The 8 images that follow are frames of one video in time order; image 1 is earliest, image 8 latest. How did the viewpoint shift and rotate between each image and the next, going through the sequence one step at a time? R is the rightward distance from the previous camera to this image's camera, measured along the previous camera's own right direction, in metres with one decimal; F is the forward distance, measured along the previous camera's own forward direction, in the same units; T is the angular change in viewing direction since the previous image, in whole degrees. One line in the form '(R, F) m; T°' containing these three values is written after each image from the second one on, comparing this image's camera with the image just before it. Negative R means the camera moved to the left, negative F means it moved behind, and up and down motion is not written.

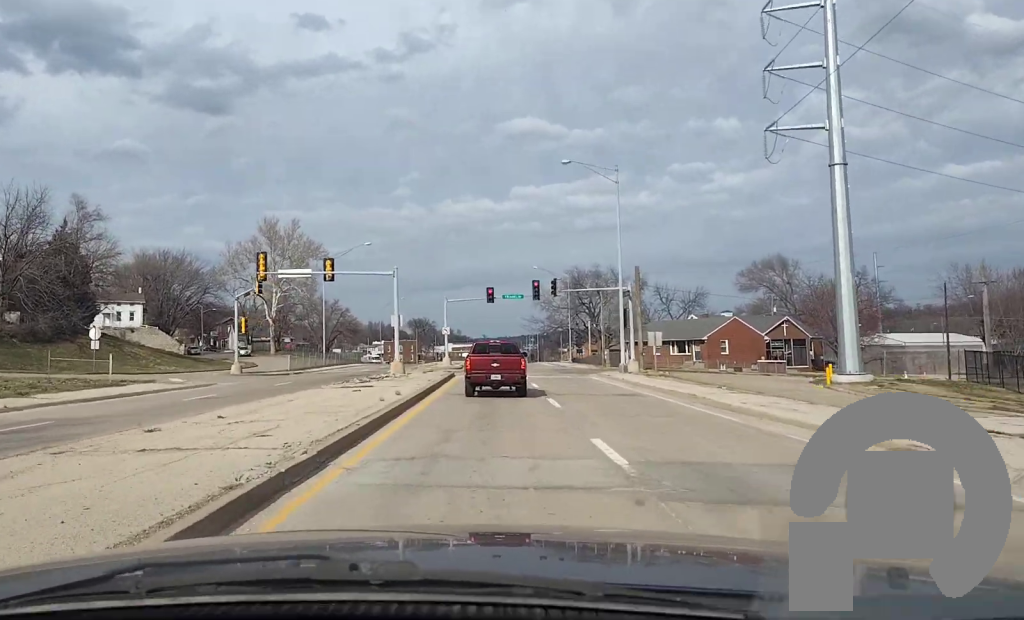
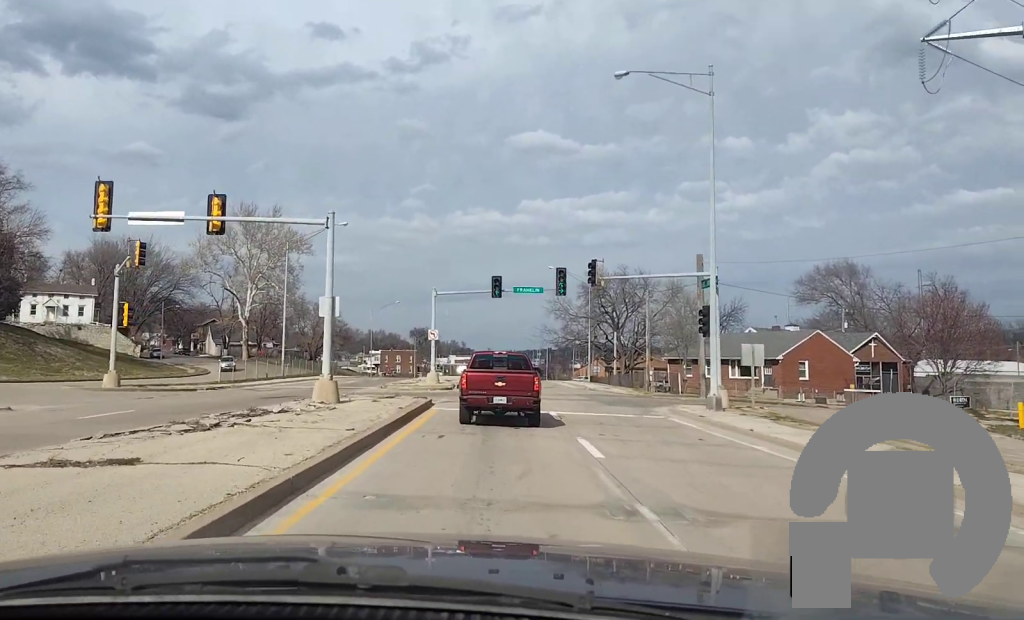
(-0.2, +19.5) m; -2°
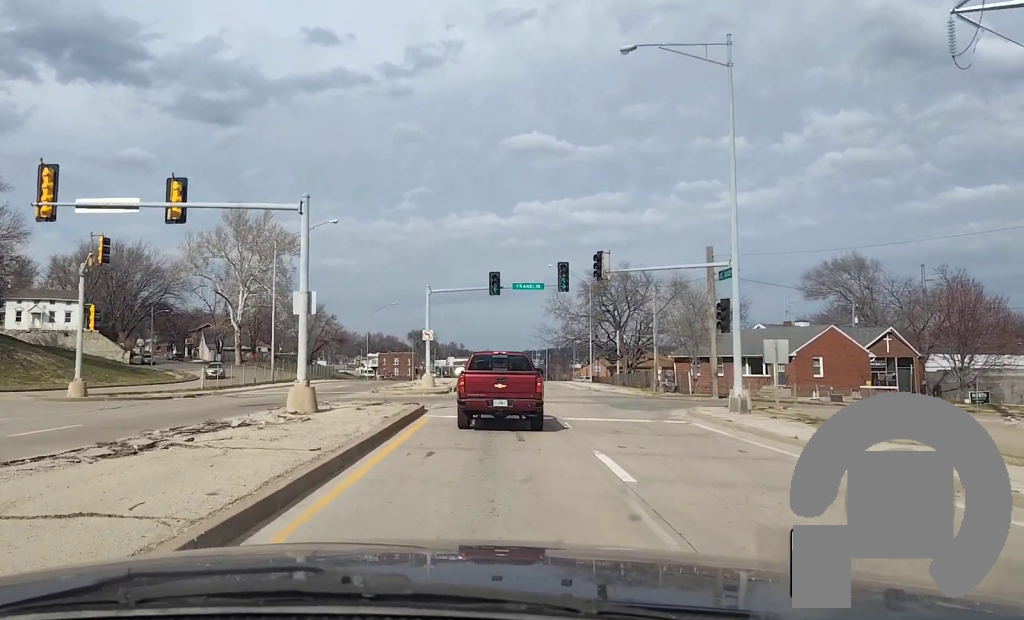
(0.0, +3.2) m; 0°
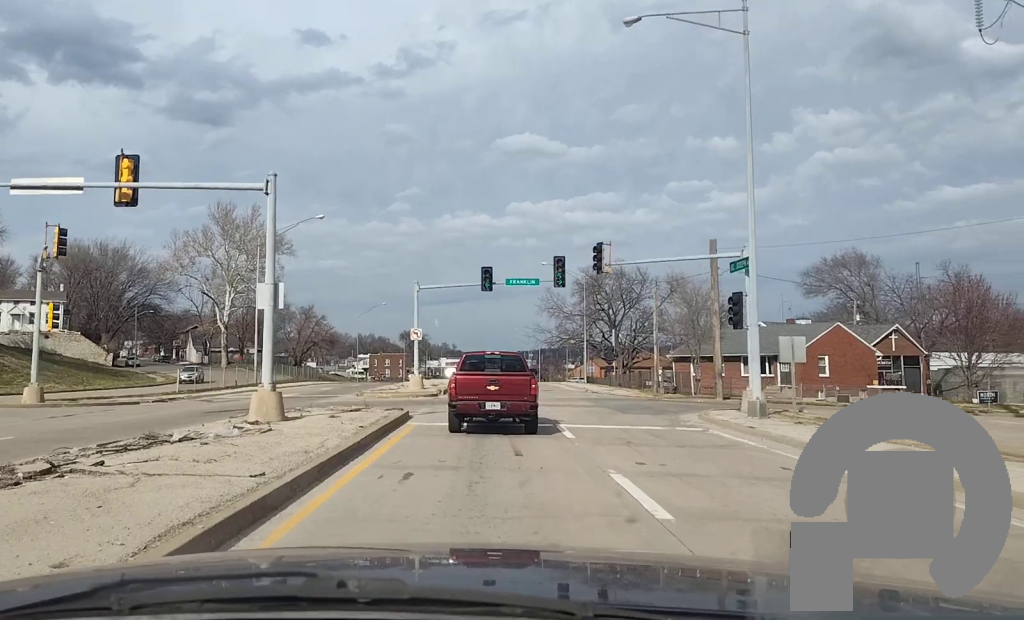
(0.0, +2.9) m; +1°
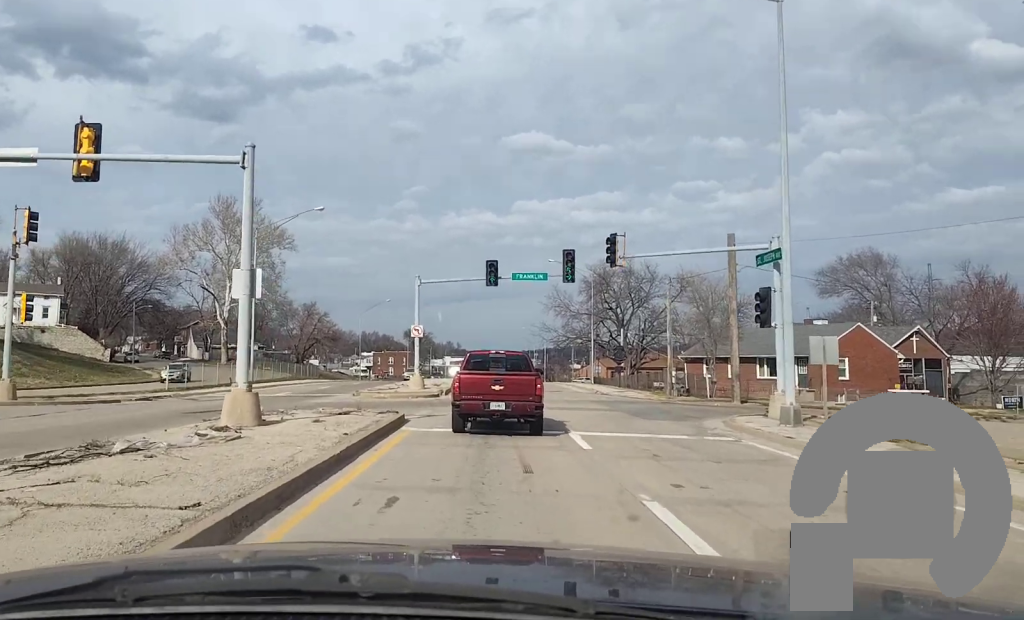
(0.0, +2.6) m; +1°
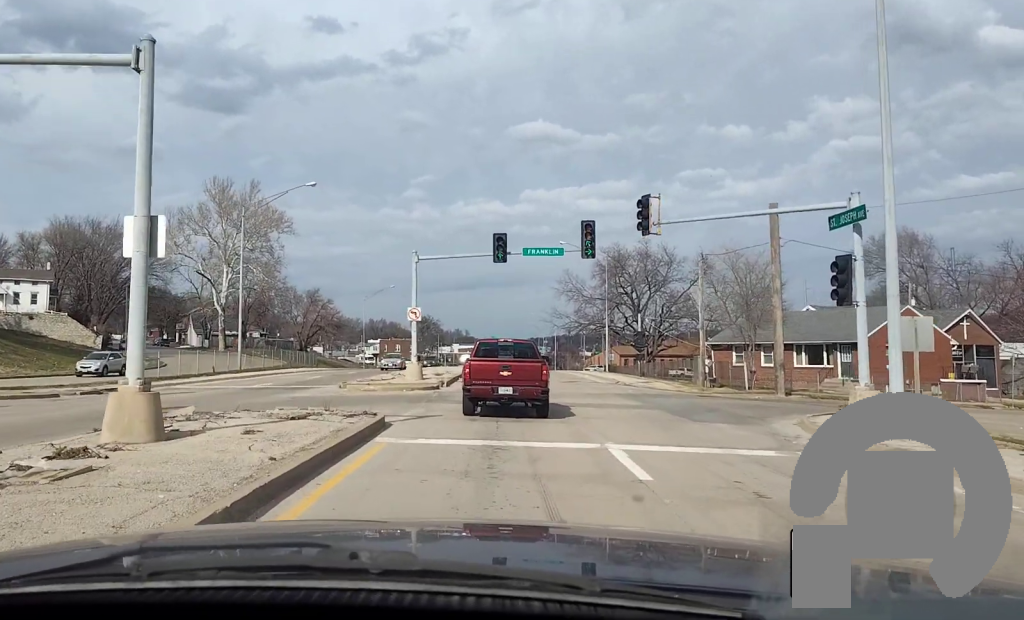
(+0.1, +6.1) m; +1°
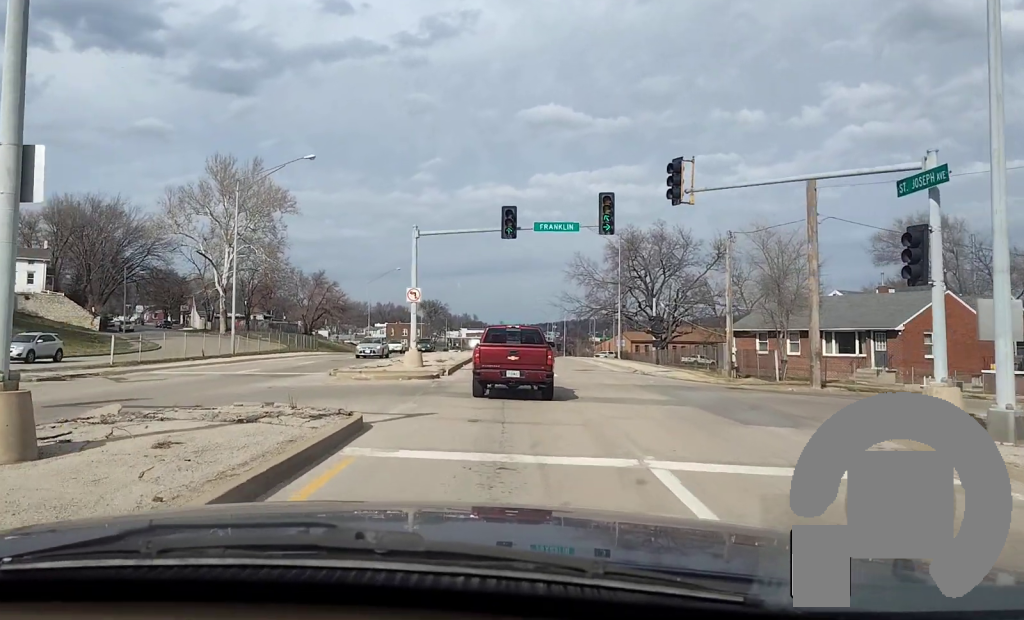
(0.0, +3.8) m; -1°
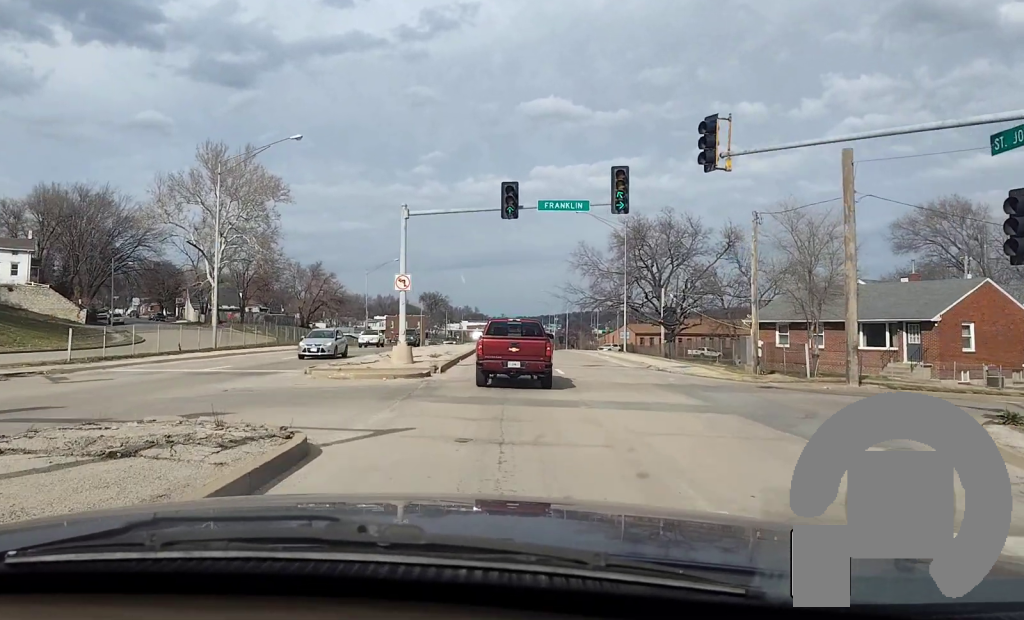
(-0.1, +4.0) m; -1°
